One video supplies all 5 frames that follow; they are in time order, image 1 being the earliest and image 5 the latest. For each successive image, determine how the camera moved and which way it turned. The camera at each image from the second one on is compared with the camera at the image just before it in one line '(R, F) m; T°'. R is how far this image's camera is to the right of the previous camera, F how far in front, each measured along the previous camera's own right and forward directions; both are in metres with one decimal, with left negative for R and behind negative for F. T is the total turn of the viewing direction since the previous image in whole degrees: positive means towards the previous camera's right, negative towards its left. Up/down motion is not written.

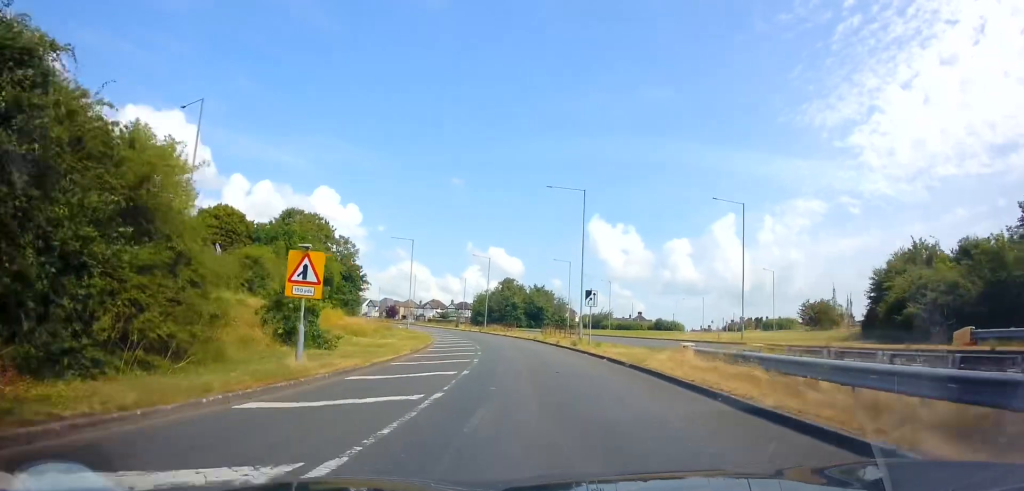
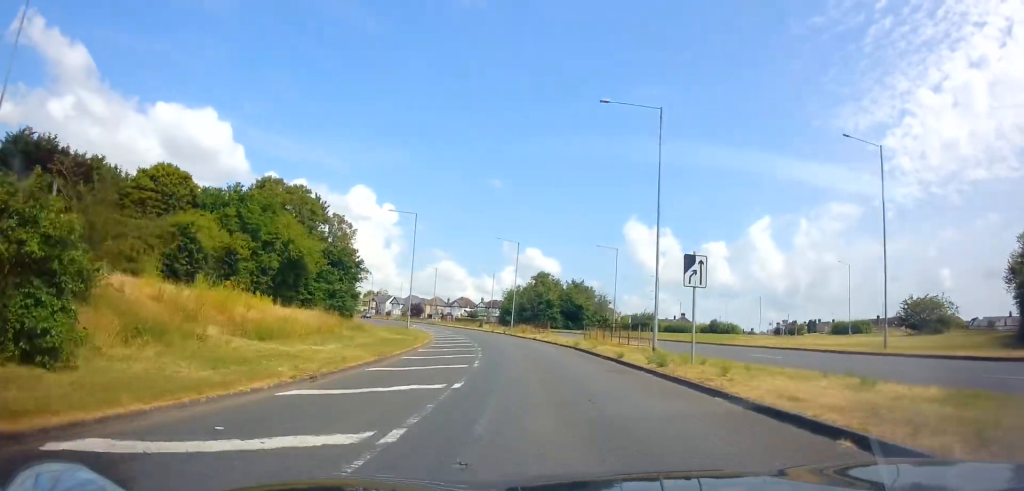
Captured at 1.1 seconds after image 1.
(-0.5, +15.0) m; -3°
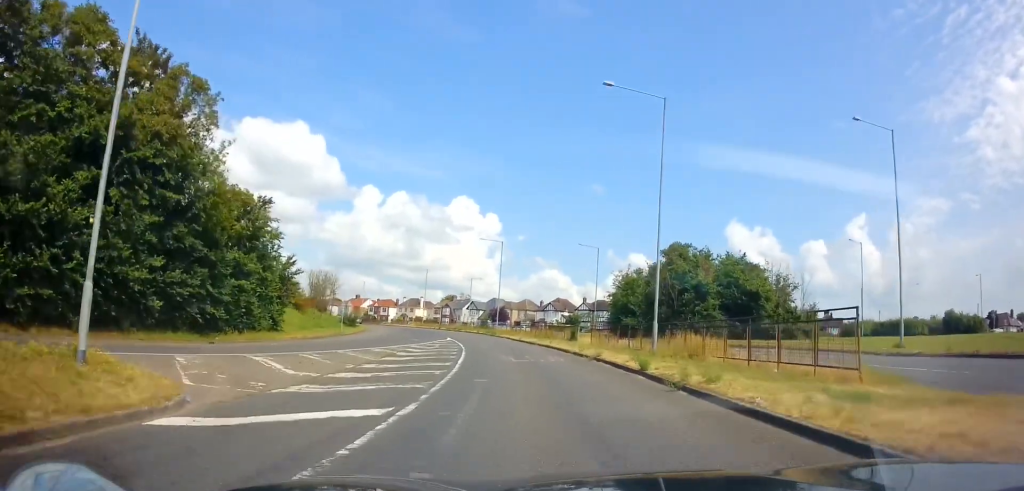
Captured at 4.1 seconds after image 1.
(-3.7, +41.3) m; -10°
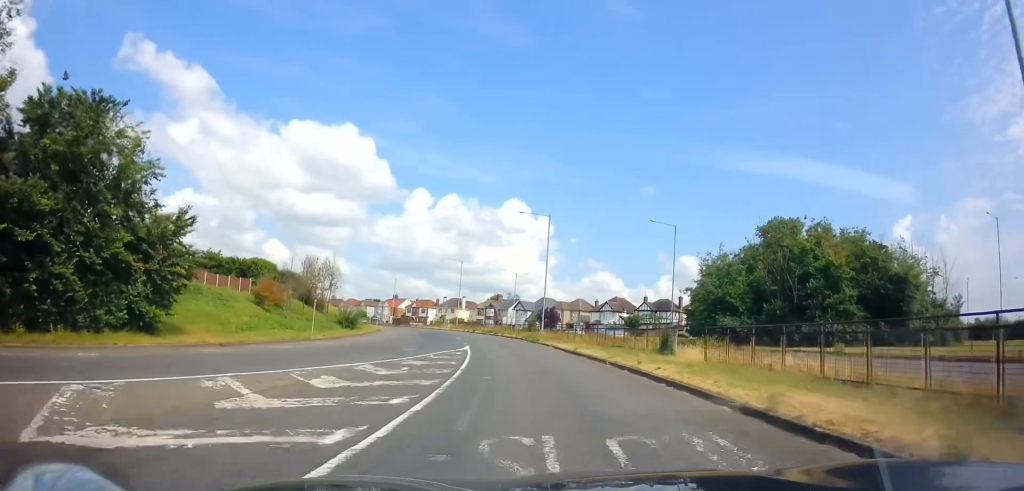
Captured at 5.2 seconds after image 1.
(-0.8, +16.0) m; -5°
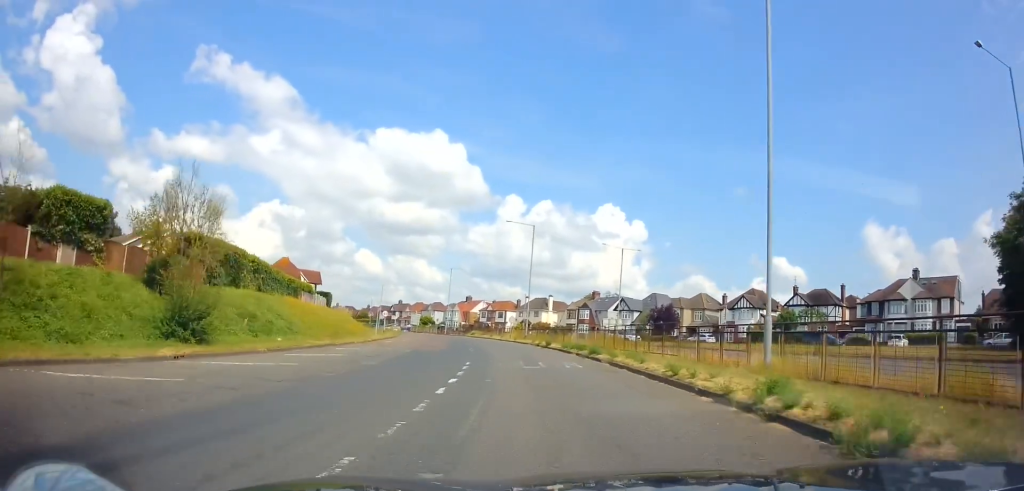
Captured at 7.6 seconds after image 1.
(-3.2, +33.2) m; -12°
